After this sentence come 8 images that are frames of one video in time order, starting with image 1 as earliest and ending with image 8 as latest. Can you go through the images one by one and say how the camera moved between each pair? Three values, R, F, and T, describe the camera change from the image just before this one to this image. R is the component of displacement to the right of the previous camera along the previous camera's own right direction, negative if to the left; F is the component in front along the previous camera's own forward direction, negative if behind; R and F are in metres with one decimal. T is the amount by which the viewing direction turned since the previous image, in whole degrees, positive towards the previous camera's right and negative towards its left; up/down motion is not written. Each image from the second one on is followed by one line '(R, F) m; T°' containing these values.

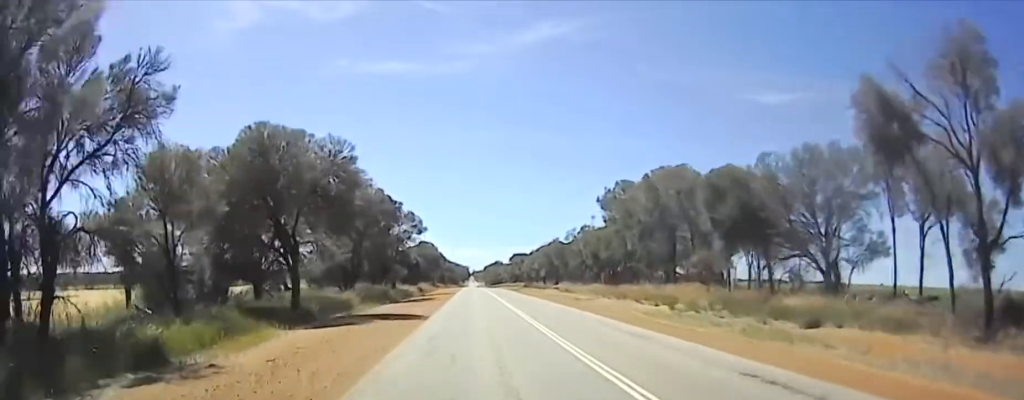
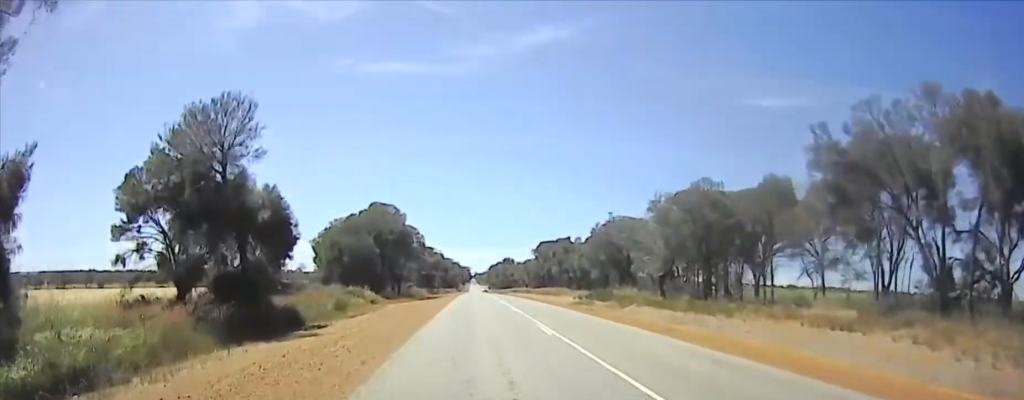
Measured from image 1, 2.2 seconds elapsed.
(+0.4, +66.0) m; +1°
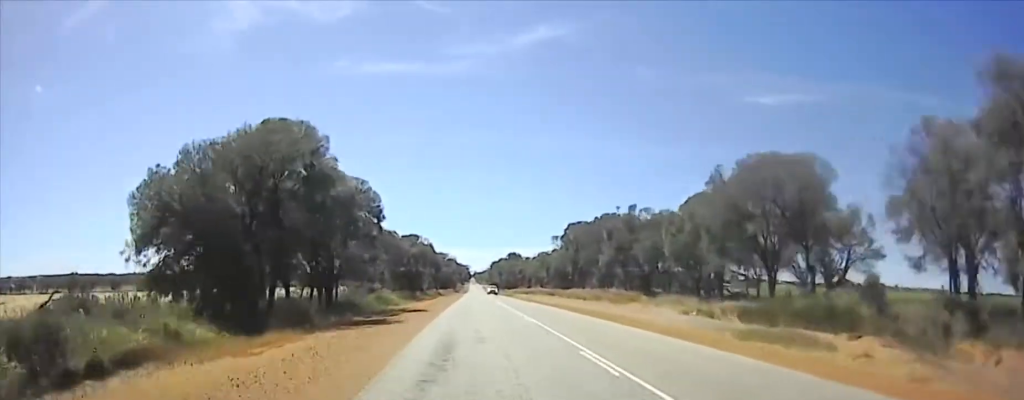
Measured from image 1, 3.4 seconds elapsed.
(-0.3, +28.5) m; -1°
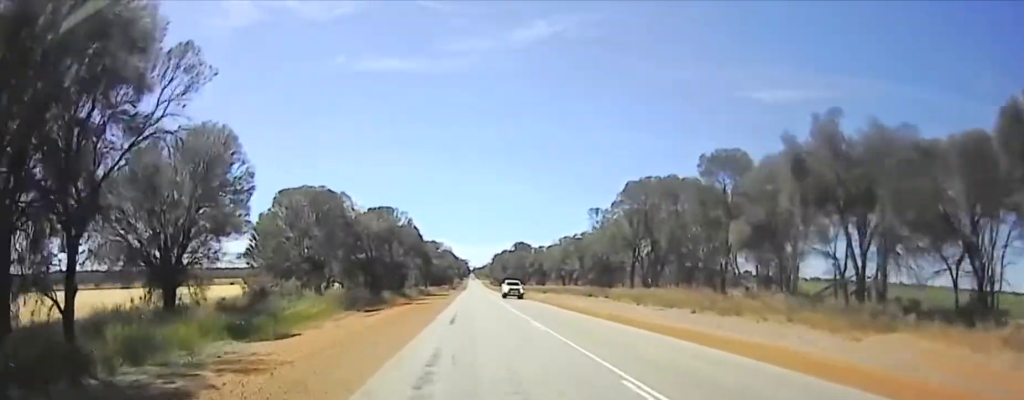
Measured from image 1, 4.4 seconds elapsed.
(-0.3, +26.9) m; 0°
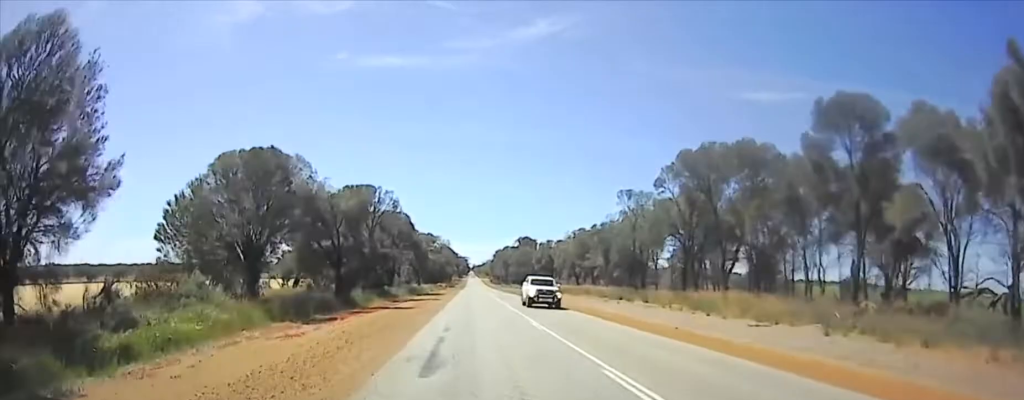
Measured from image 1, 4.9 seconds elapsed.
(+0.1, +9.5) m; +1°
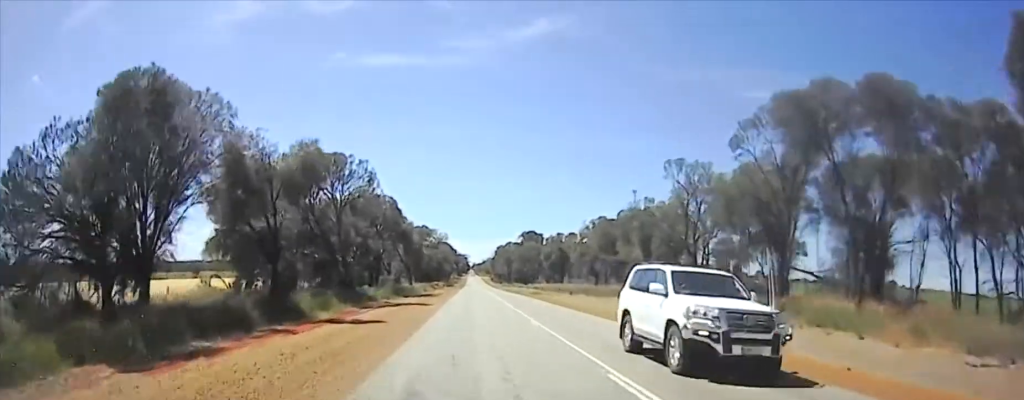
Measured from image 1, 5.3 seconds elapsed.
(0.0, +9.5) m; 0°
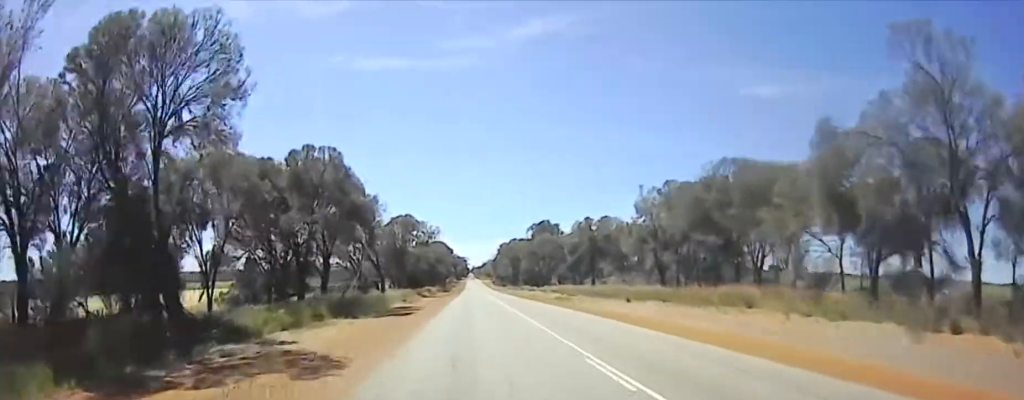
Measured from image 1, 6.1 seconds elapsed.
(+0.3, +17.2) m; -2°
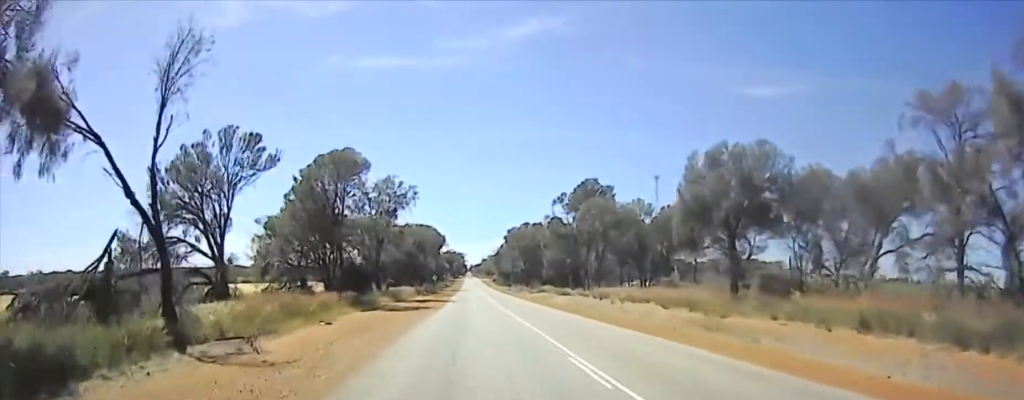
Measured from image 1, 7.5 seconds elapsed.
(-1.3, +28.9) m; -2°
